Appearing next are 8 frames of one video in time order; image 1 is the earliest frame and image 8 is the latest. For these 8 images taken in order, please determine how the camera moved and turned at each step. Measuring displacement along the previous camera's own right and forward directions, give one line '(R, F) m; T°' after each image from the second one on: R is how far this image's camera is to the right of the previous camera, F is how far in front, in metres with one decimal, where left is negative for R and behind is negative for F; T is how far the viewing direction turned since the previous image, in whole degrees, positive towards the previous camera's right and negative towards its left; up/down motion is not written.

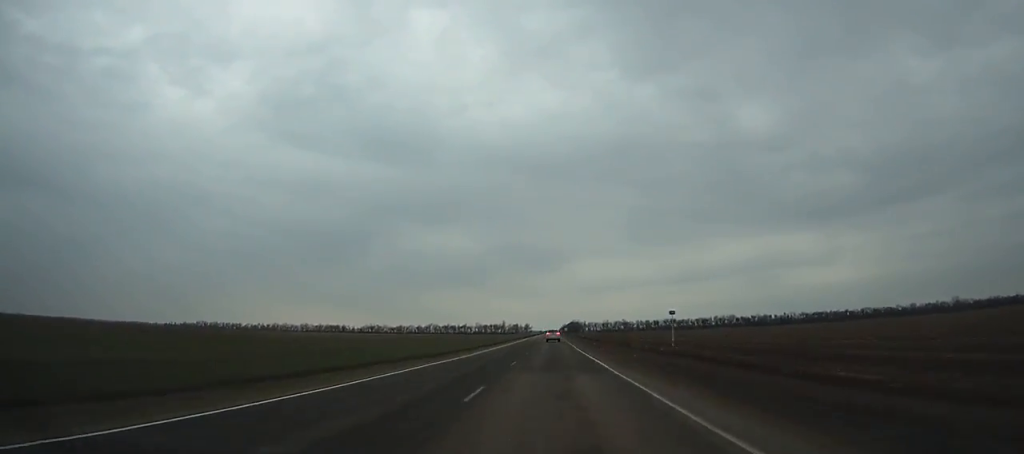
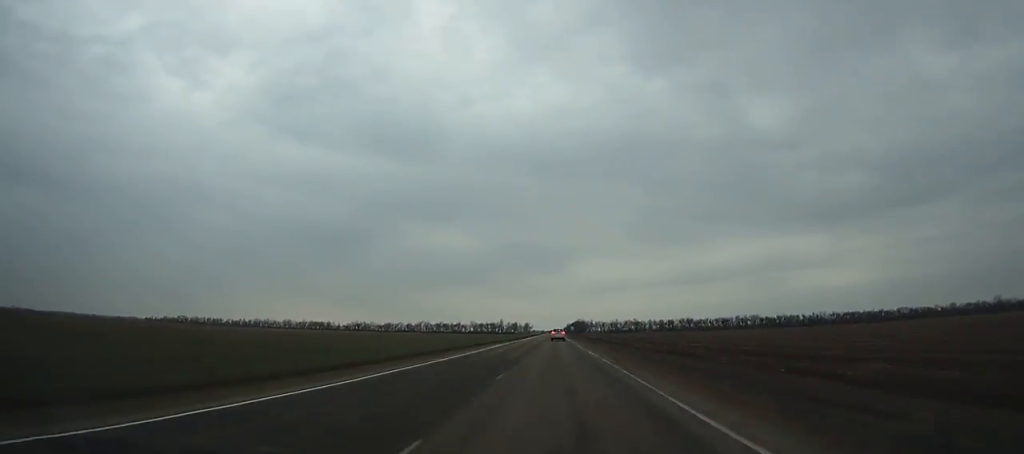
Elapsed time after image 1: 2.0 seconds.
(+0.1, +54.4) m; 0°
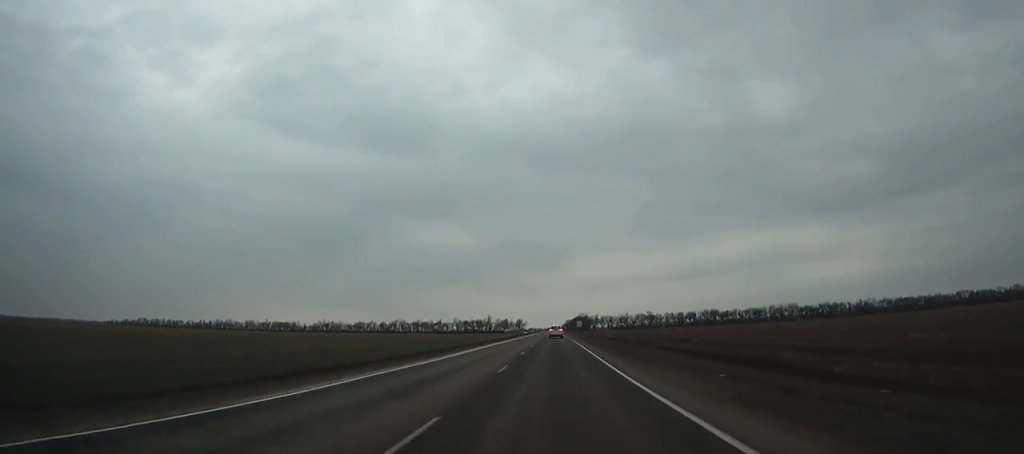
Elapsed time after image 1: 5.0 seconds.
(+0.1, +81.1) m; 0°
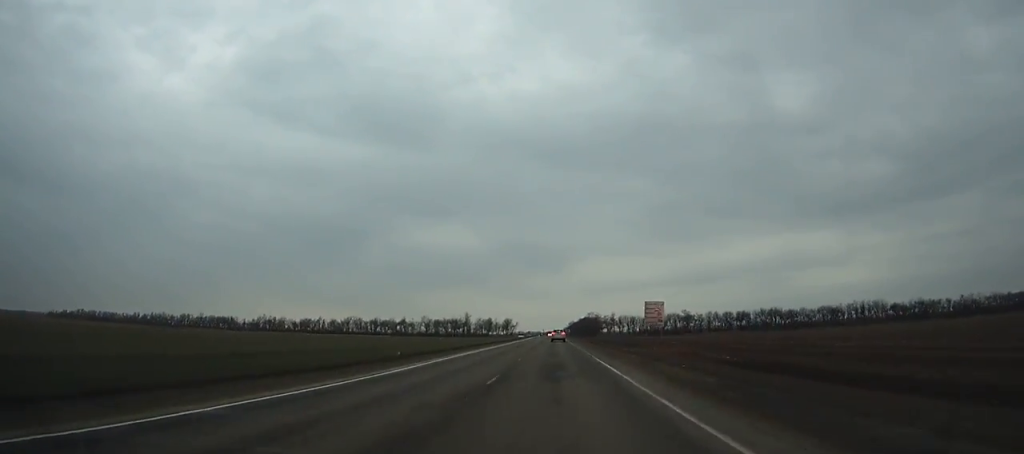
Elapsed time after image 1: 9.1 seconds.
(+0.3, +110.3) m; 0°
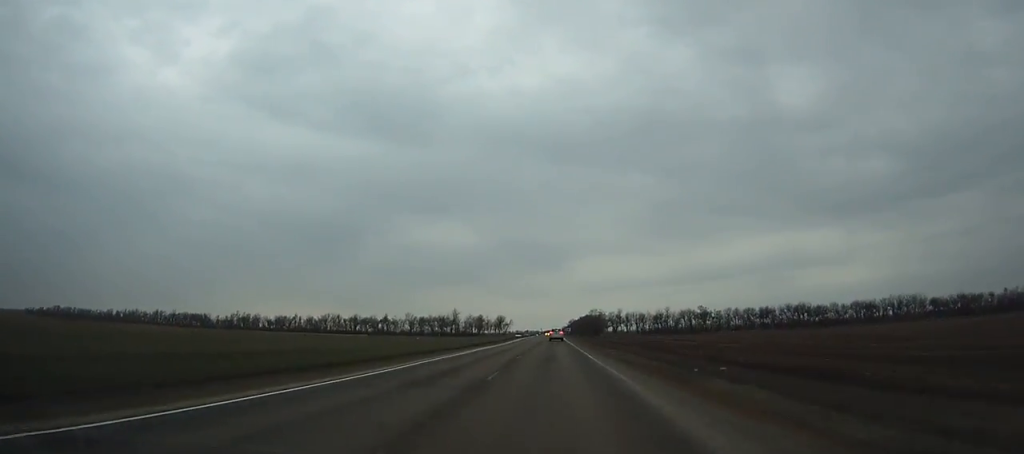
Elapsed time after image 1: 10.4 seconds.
(0.0, +35.0) m; 0°
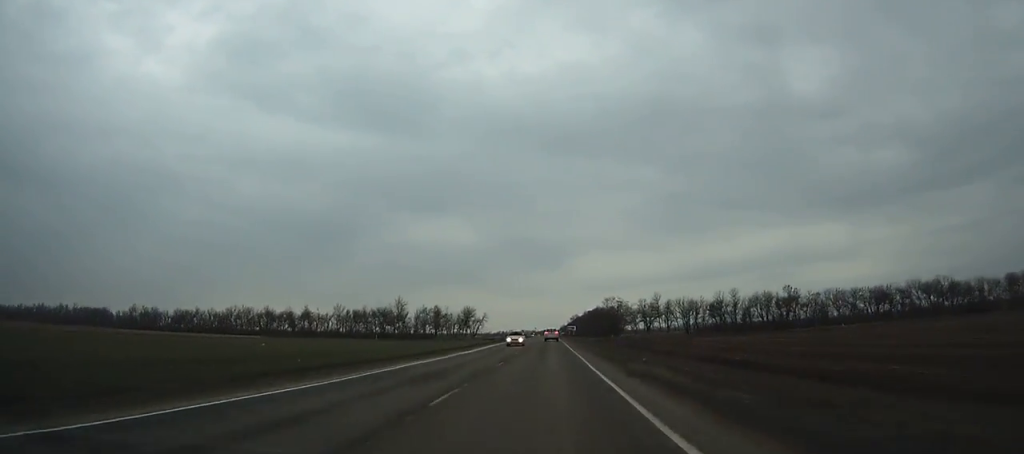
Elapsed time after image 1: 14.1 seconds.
(+0.1, +99.8) m; 0°
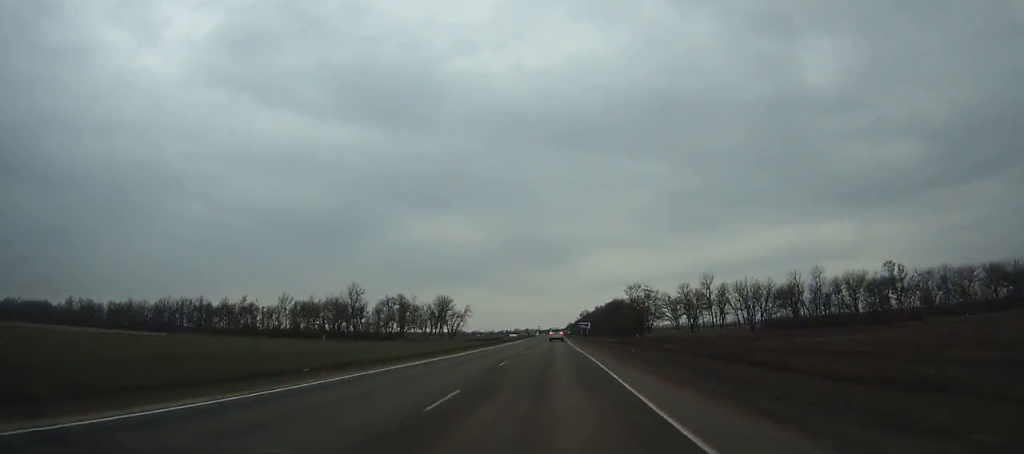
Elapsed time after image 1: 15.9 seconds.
(-0.1, +48.8) m; 0°
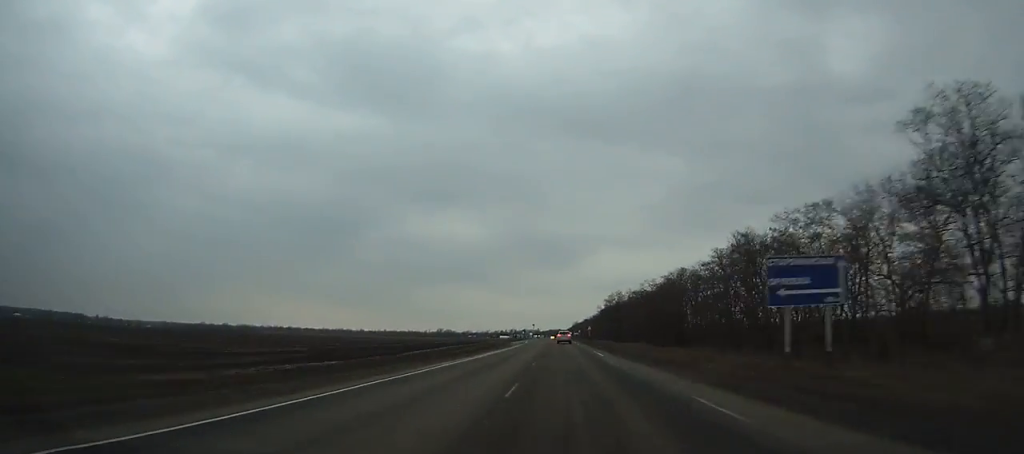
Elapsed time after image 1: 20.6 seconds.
(-0.1, +127.5) m; 0°
